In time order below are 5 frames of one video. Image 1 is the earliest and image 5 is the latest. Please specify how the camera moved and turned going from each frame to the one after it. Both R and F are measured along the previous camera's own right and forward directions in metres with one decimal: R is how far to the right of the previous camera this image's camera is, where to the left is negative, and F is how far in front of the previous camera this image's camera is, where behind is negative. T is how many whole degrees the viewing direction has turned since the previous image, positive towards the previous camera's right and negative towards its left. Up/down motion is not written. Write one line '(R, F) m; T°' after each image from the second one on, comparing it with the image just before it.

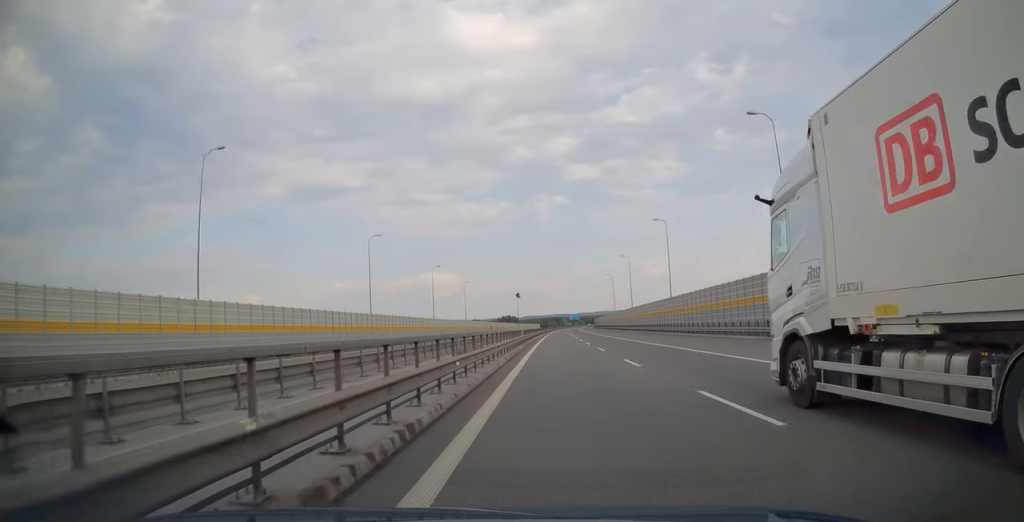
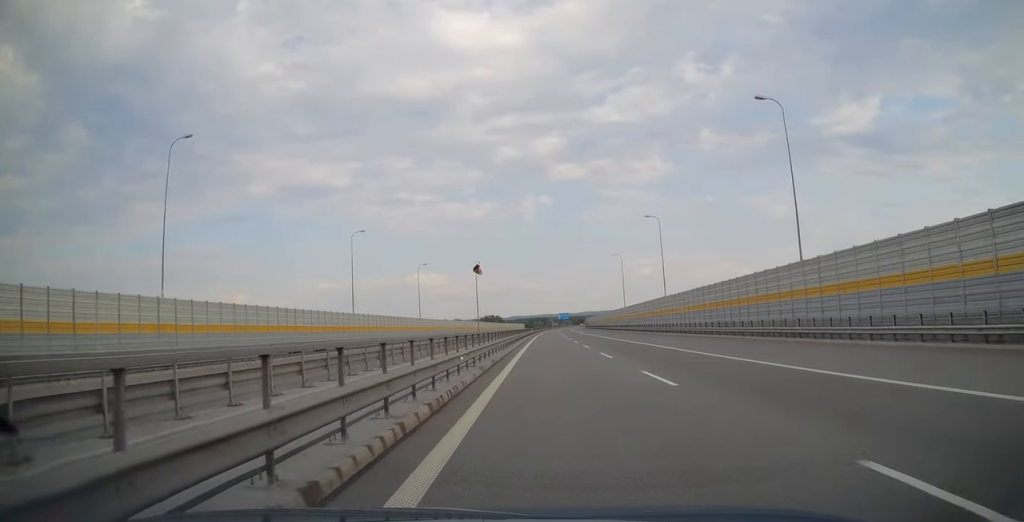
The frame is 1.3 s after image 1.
(-0.1, +42.5) m; 0°
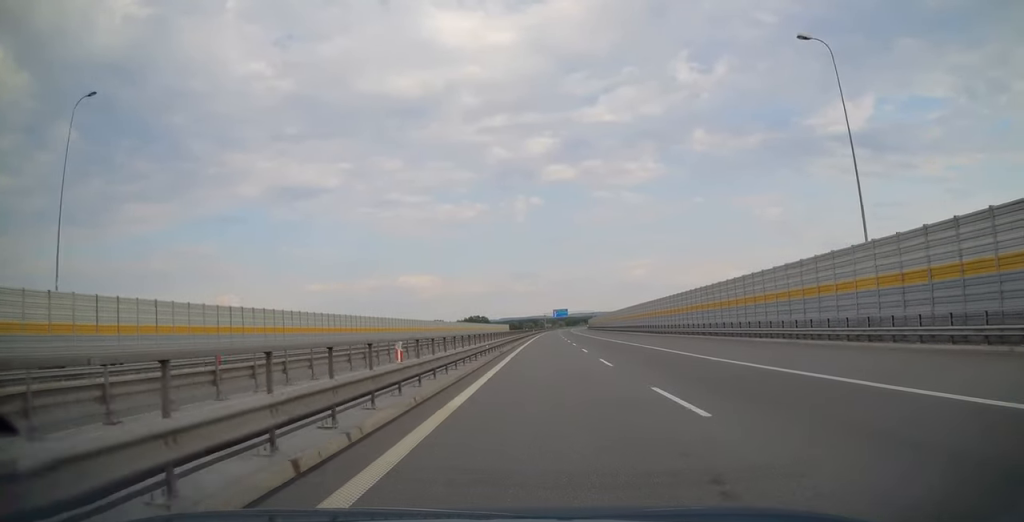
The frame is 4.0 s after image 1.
(+1.5, +88.1) m; +1°
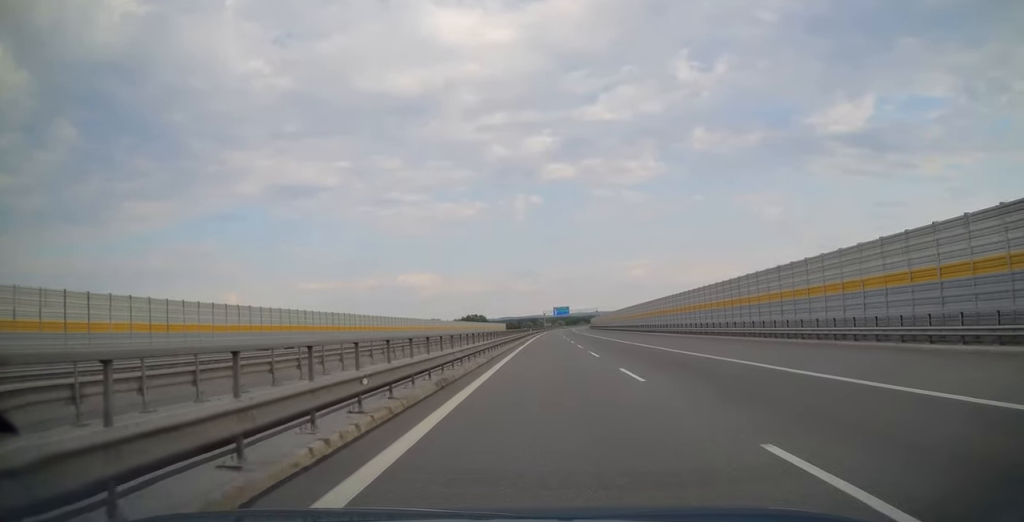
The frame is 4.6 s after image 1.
(+0.1, +18.5) m; 0°
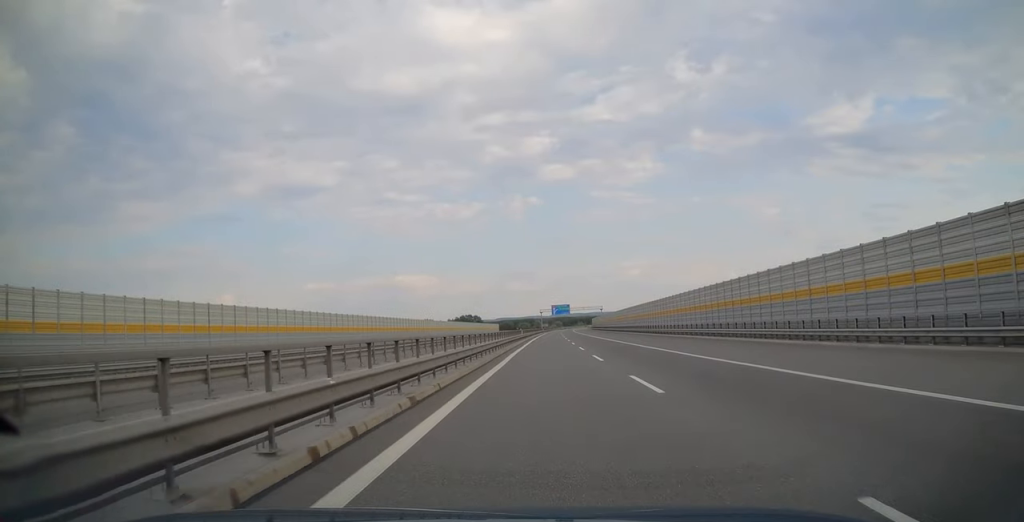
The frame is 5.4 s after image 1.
(+0.1, +26.1) m; +1°
